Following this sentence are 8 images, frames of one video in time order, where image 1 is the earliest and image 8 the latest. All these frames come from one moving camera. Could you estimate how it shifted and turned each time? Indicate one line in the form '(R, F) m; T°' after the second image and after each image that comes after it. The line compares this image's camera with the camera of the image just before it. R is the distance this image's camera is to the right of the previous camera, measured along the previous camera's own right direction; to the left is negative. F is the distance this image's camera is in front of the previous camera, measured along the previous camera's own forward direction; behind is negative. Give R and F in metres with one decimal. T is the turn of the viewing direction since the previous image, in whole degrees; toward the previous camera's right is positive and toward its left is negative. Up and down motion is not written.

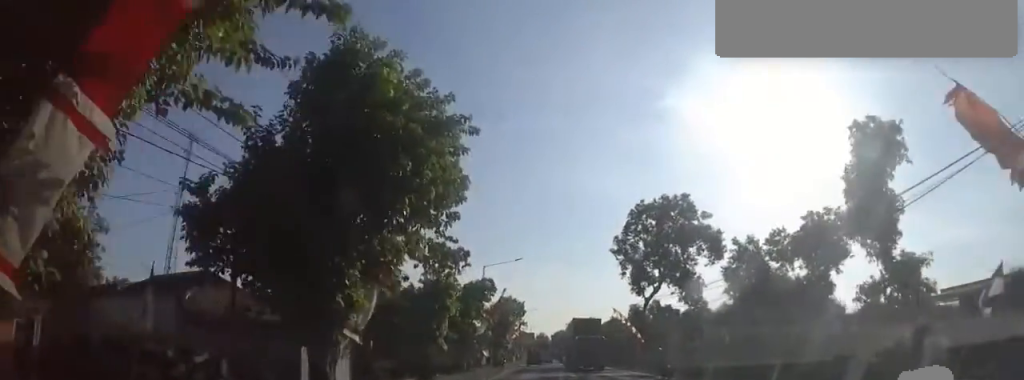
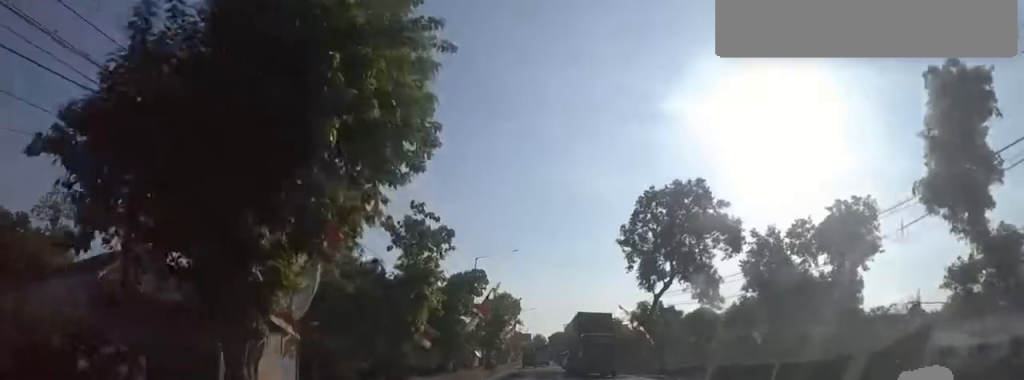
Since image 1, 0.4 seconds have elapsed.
(0.0, +4.1) m; 0°
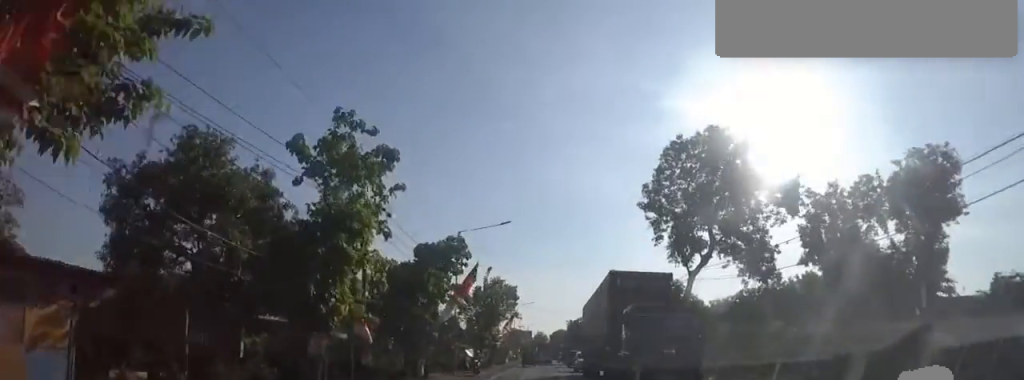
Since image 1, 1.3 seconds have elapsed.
(0.0, +8.6) m; 0°
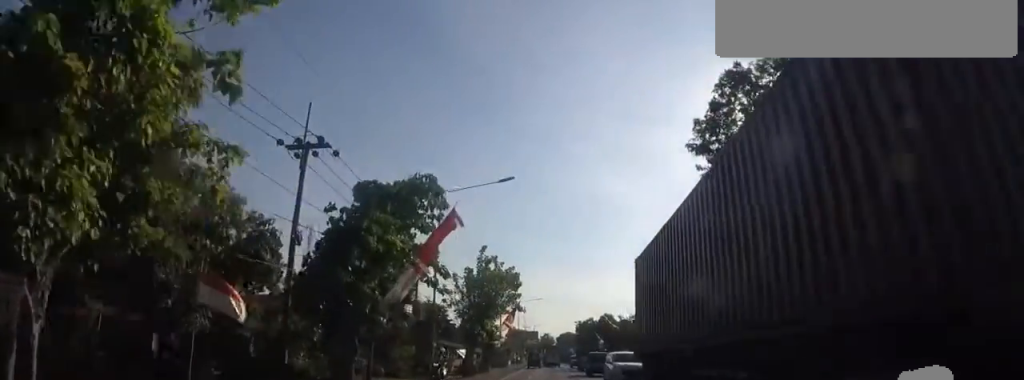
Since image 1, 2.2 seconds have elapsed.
(0.0, +8.7) m; 0°
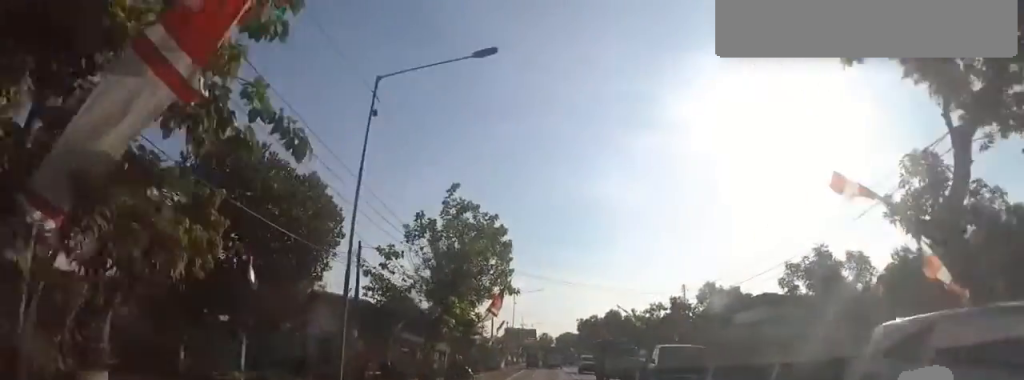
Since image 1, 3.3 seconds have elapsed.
(0.0, +11.0) m; 0°
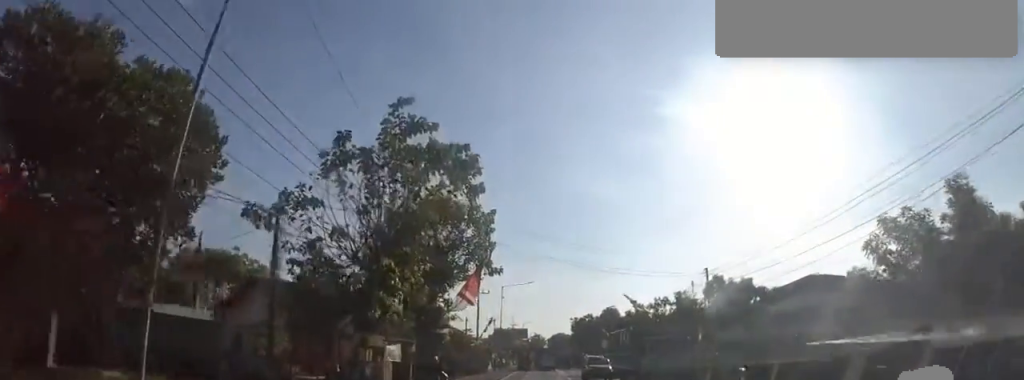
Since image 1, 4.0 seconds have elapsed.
(0.0, +7.0) m; 0°
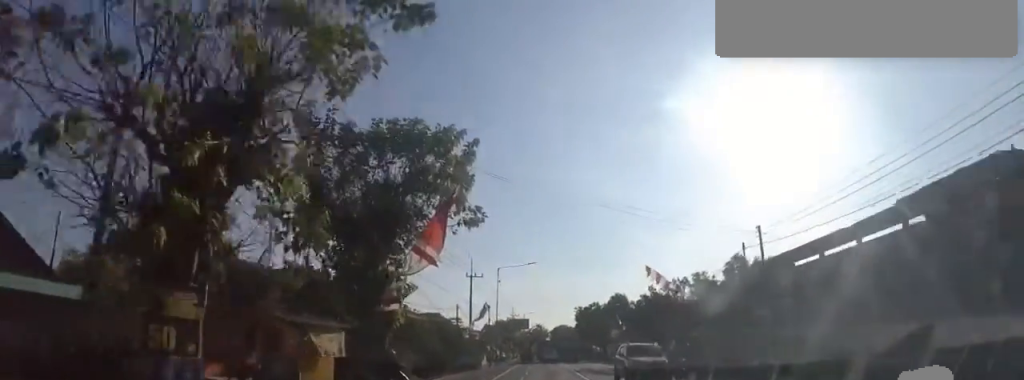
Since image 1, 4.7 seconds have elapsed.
(0.0, +7.8) m; 0°
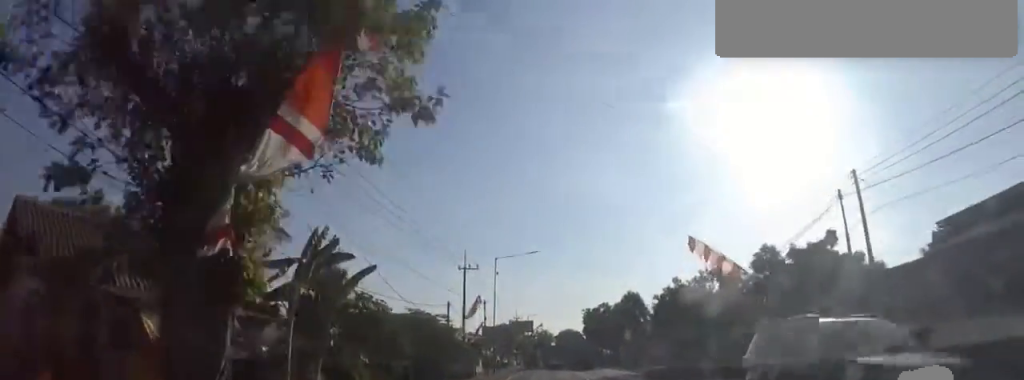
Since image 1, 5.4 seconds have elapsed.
(0.0, +8.0) m; 0°
